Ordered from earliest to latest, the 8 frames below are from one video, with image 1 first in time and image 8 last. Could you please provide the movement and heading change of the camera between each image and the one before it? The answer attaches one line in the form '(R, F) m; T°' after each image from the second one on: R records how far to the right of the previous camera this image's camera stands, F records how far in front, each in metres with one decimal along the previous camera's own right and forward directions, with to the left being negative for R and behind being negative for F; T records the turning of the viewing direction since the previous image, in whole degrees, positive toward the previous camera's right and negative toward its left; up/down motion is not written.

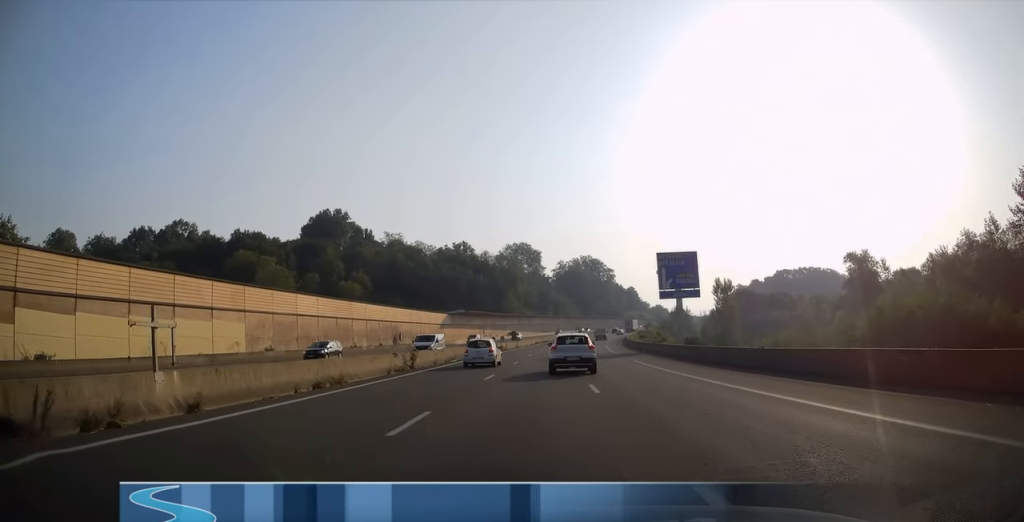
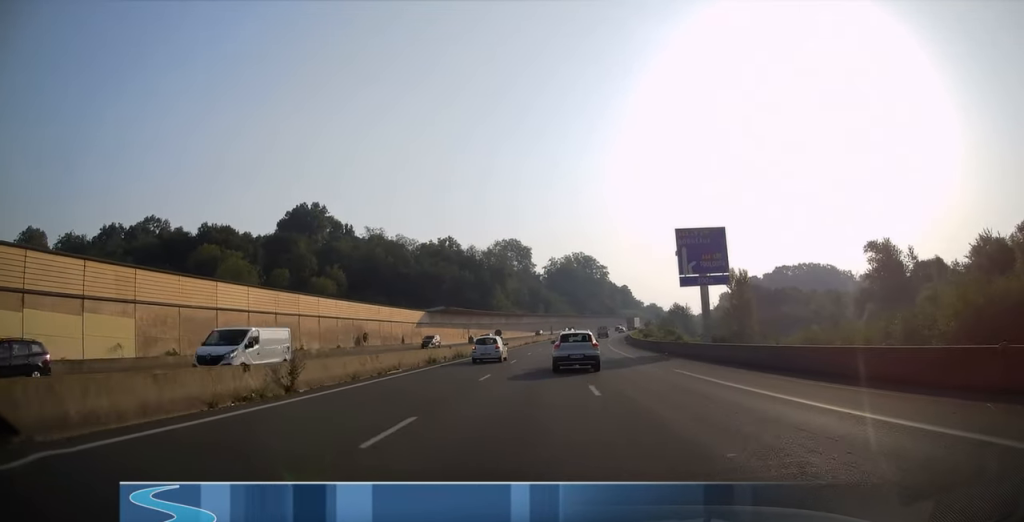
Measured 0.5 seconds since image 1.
(0.0, +13.9) m; +1°
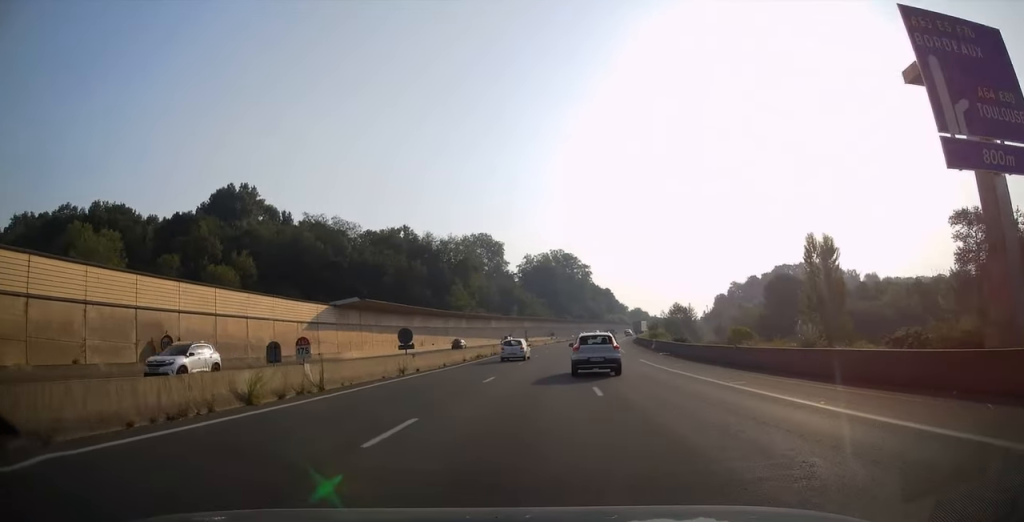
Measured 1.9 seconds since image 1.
(+1.6, +38.5) m; +3°
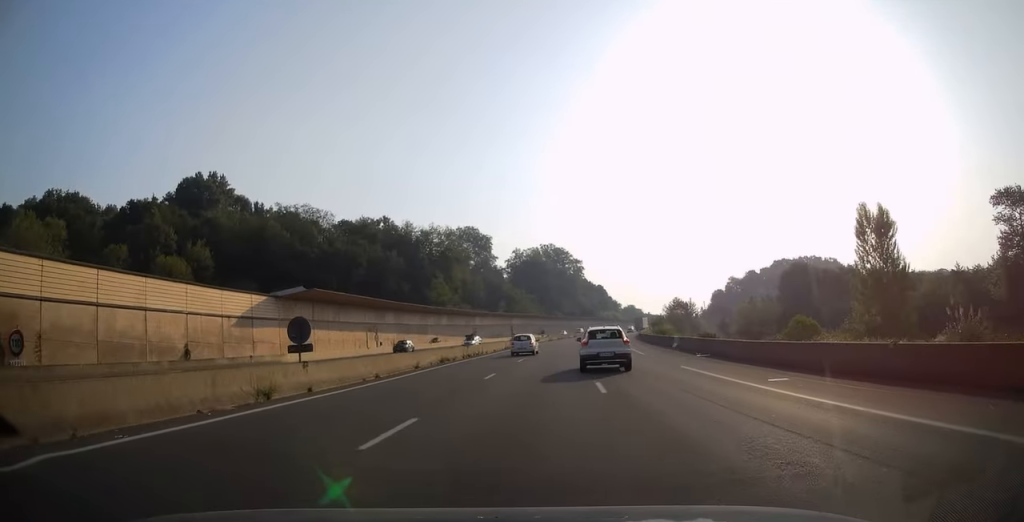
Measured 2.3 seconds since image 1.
(+0.1, +13.3) m; +1°
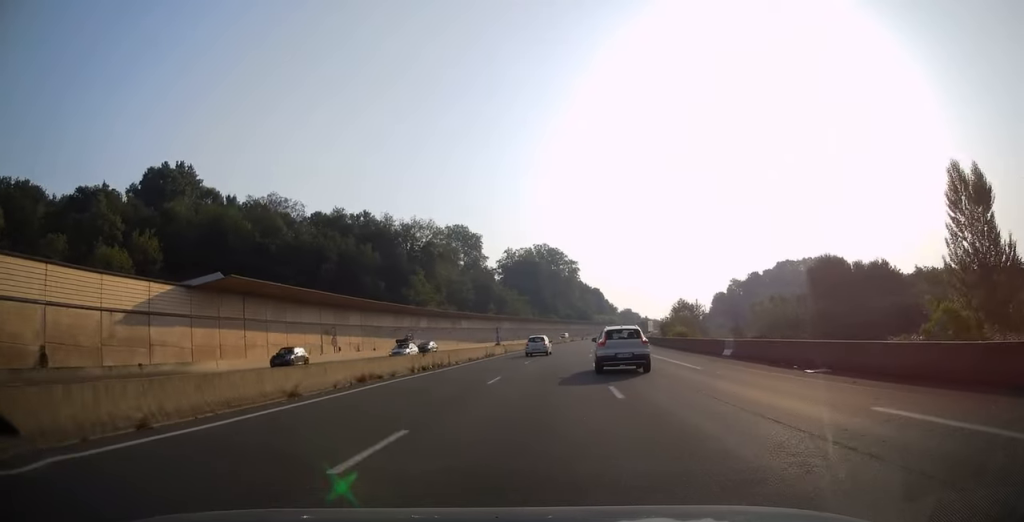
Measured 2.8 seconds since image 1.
(+0.1, +14.3) m; +1°
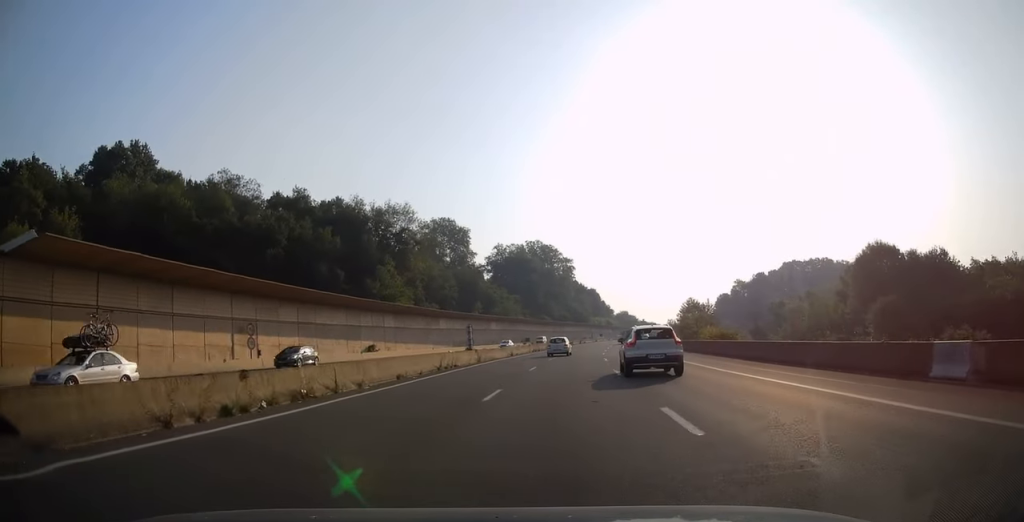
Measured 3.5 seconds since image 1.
(0.0, +18.1) m; +1°
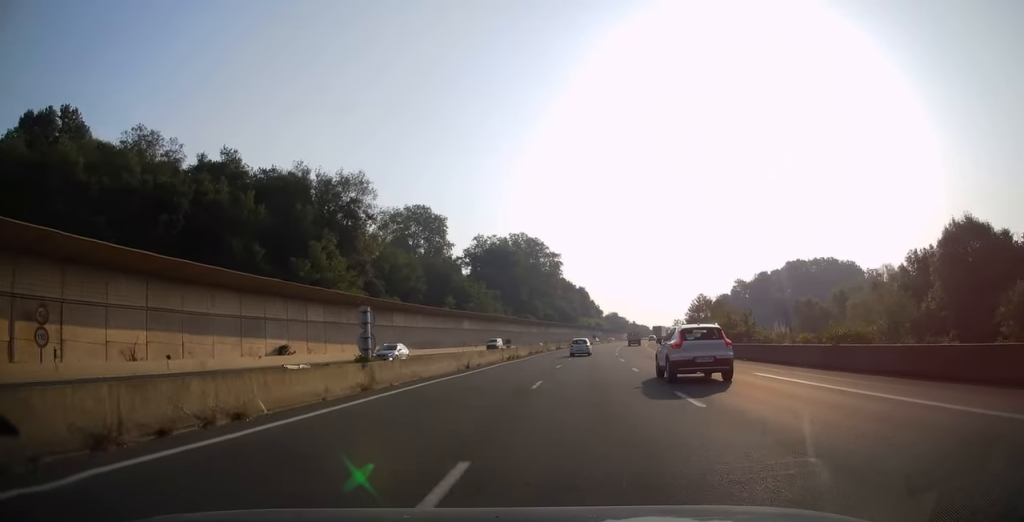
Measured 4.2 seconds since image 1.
(+0.3, +22.5) m; +2°
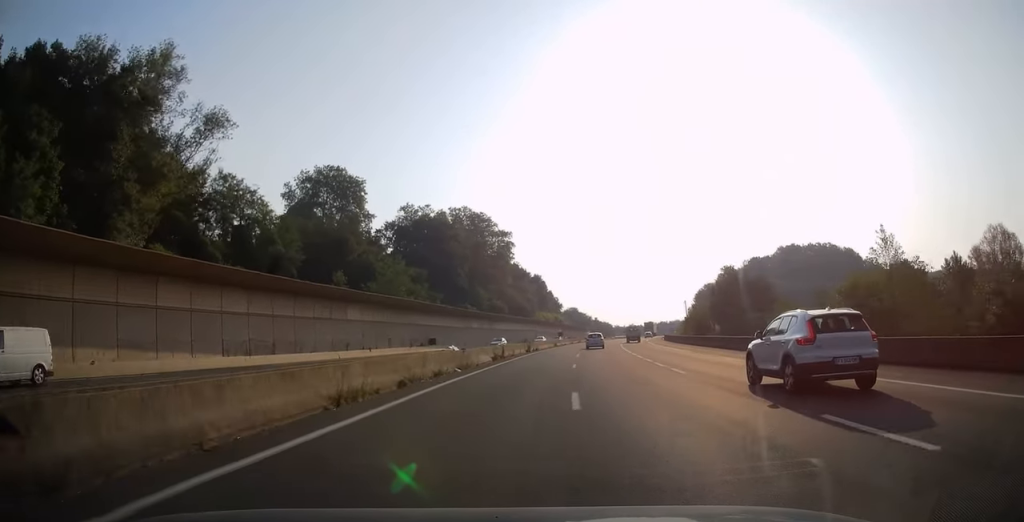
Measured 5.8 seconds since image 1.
(+1.5, +45.1) m; +4°
